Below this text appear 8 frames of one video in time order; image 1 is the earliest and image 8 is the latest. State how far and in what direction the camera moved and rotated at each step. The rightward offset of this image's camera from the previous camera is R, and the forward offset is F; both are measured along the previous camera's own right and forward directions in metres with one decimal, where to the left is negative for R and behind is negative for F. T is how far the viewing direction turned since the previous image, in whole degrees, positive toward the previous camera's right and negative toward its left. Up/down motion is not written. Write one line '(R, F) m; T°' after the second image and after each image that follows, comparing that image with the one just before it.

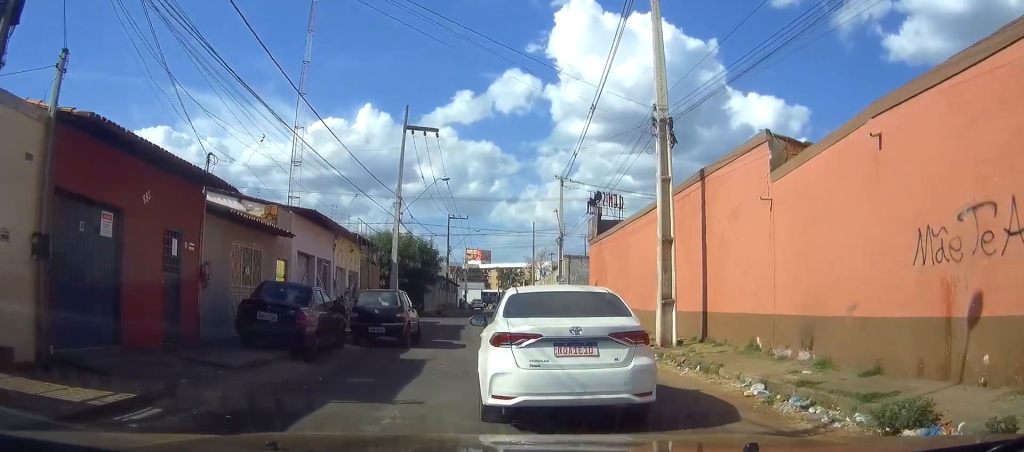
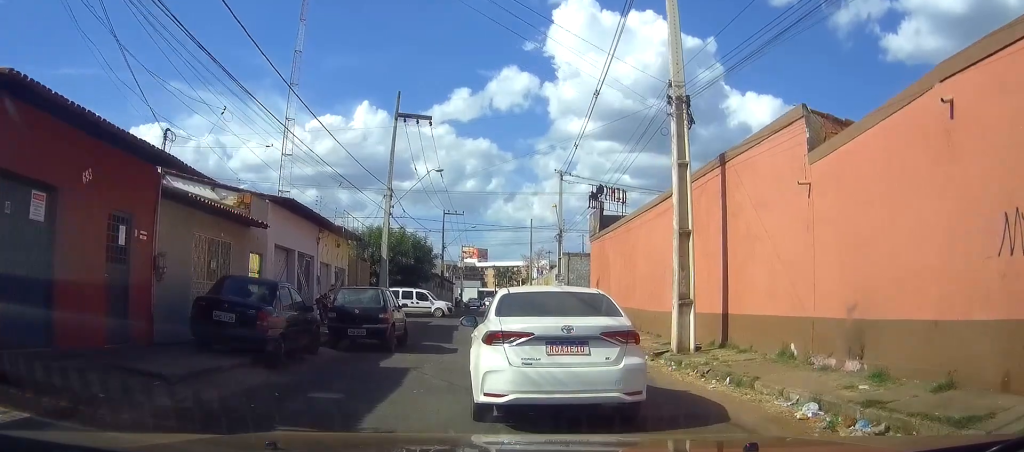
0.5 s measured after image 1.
(+0.1, +1.9) m; 0°
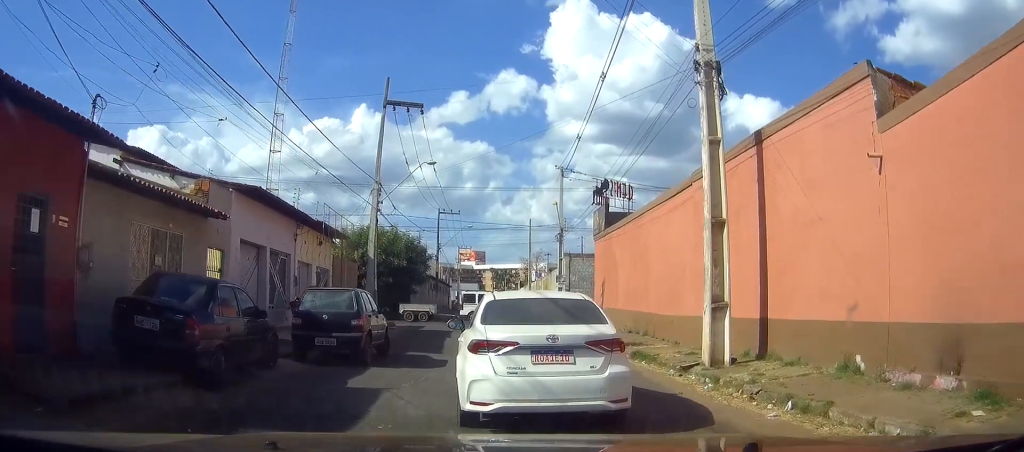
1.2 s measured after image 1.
(-0.1, +2.6) m; 0°
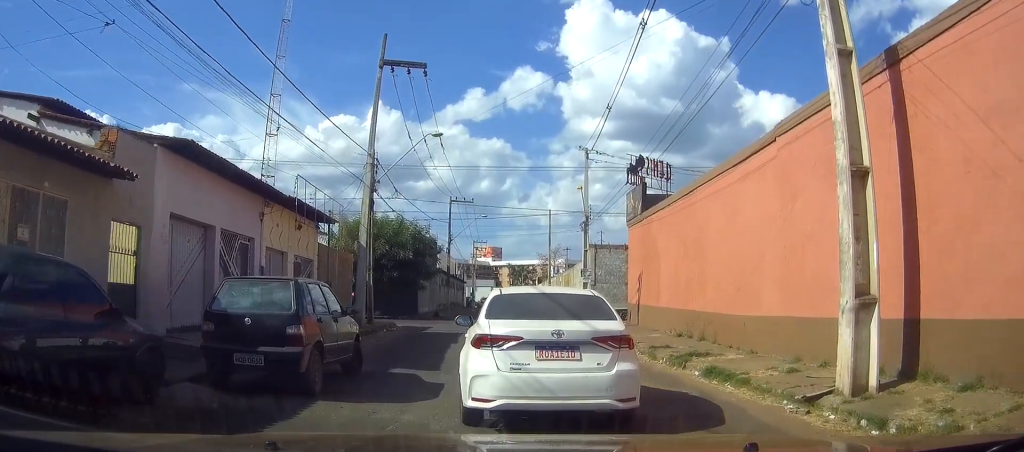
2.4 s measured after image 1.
(+0.1, +4.7) m; +1°
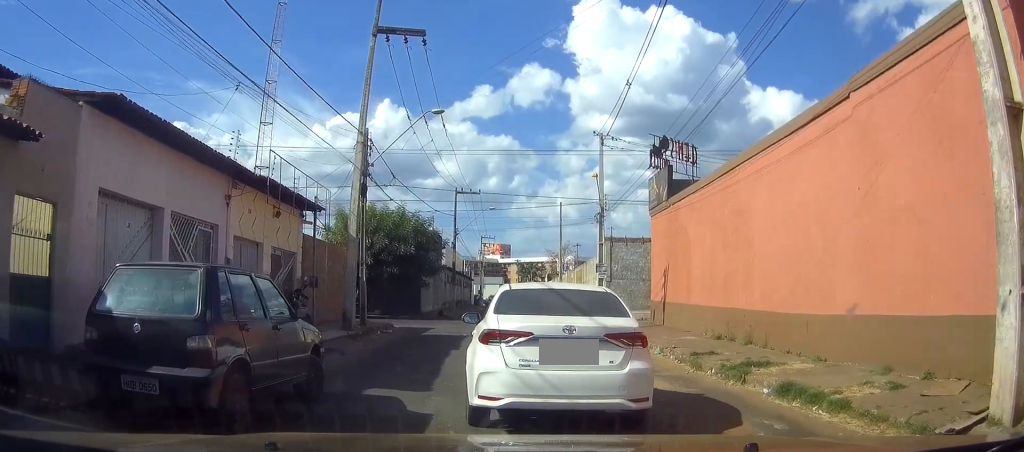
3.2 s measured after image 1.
(0.0, +2.8) m; -1°
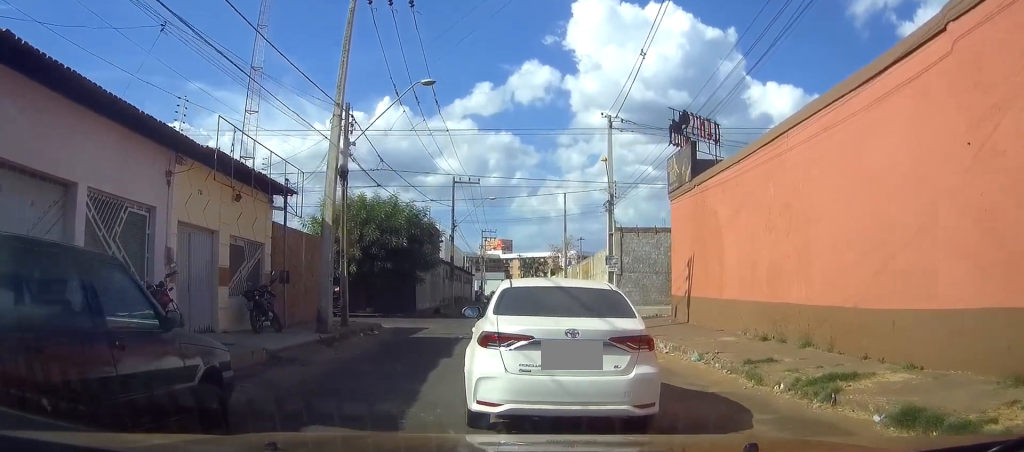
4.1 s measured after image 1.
(-0.1, +2.7) m; -2°
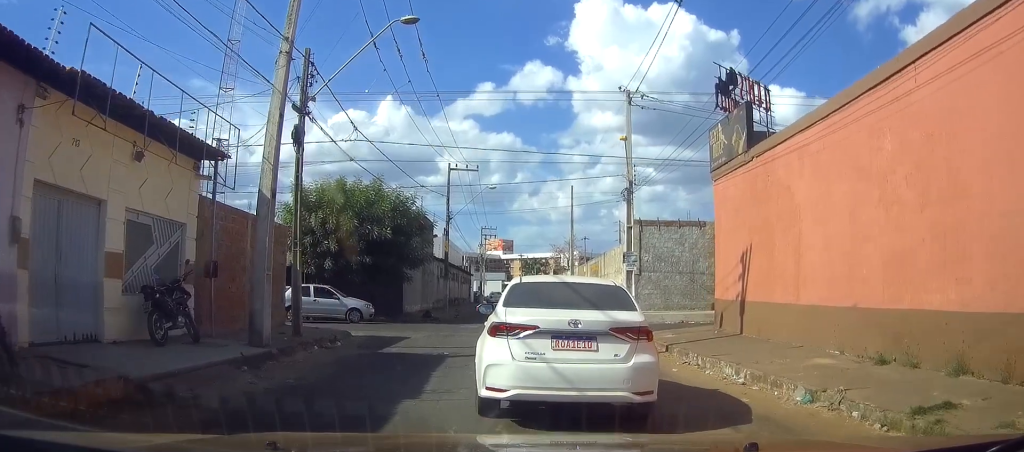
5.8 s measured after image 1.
(-0.1, +4.7) m; -3°
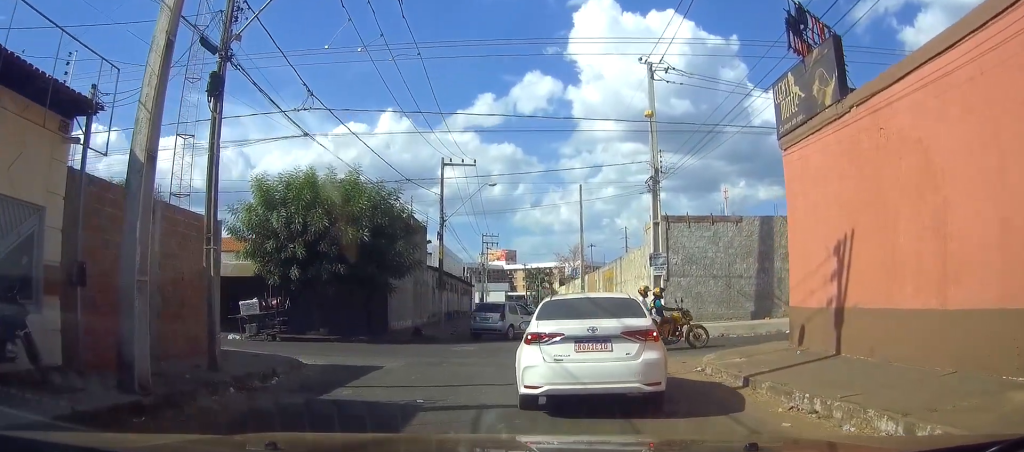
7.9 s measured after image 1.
(-0.1, +4.5) m; +2°
